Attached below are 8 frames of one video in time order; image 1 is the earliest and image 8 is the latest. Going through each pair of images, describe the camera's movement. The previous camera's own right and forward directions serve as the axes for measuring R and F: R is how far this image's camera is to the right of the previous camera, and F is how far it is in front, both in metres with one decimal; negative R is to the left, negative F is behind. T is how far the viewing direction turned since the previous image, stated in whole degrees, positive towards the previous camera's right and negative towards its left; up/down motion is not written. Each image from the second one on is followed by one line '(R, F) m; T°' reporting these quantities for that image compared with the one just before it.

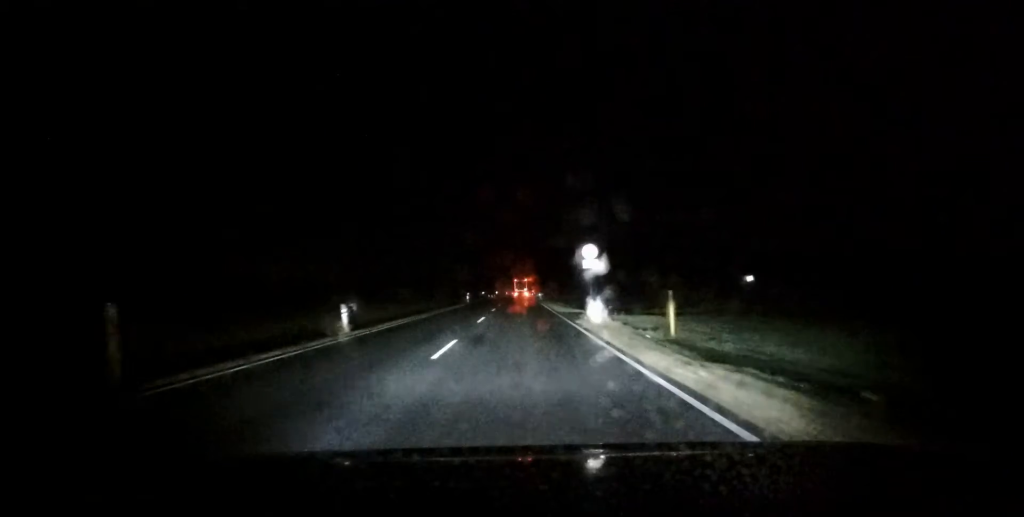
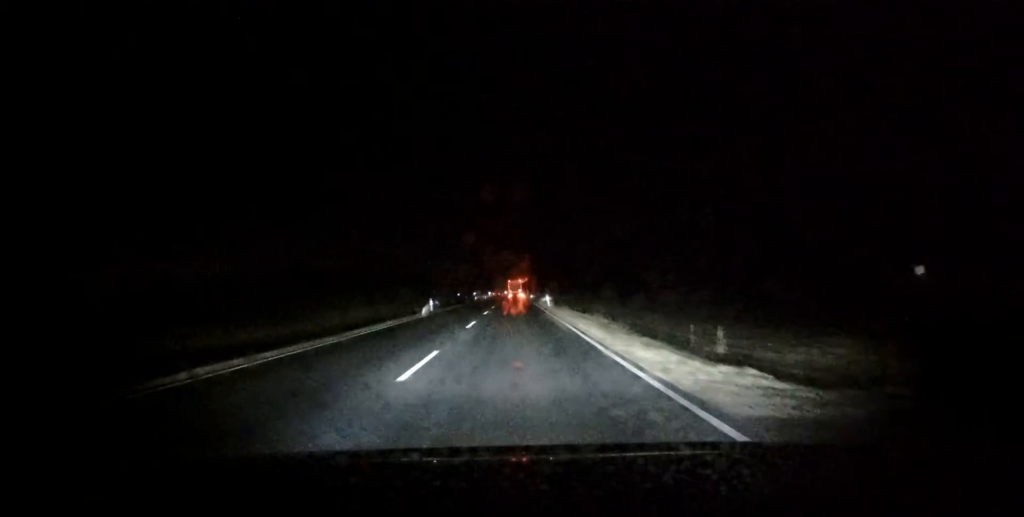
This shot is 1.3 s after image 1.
(-0.1, +26.7) m; -1°
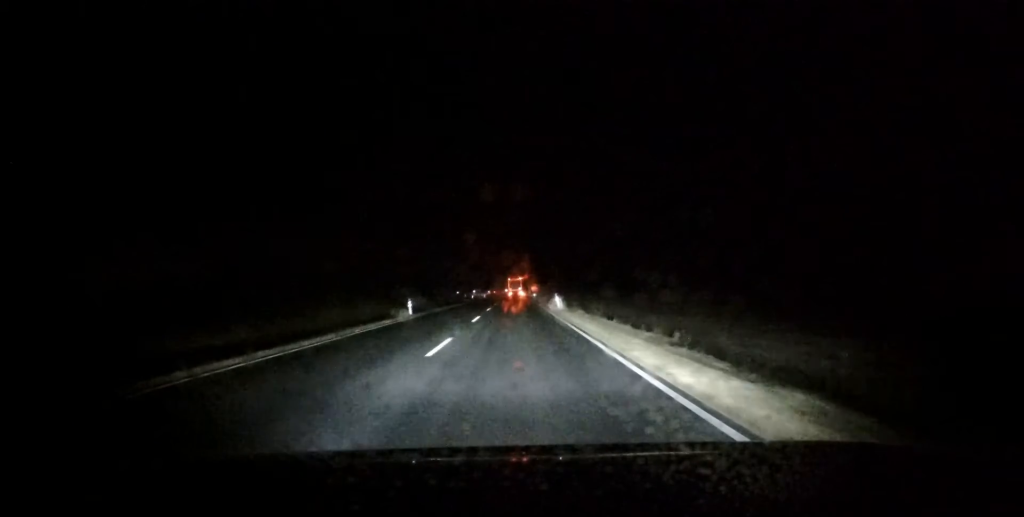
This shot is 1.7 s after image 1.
(0.0, +9.3) m; 0°
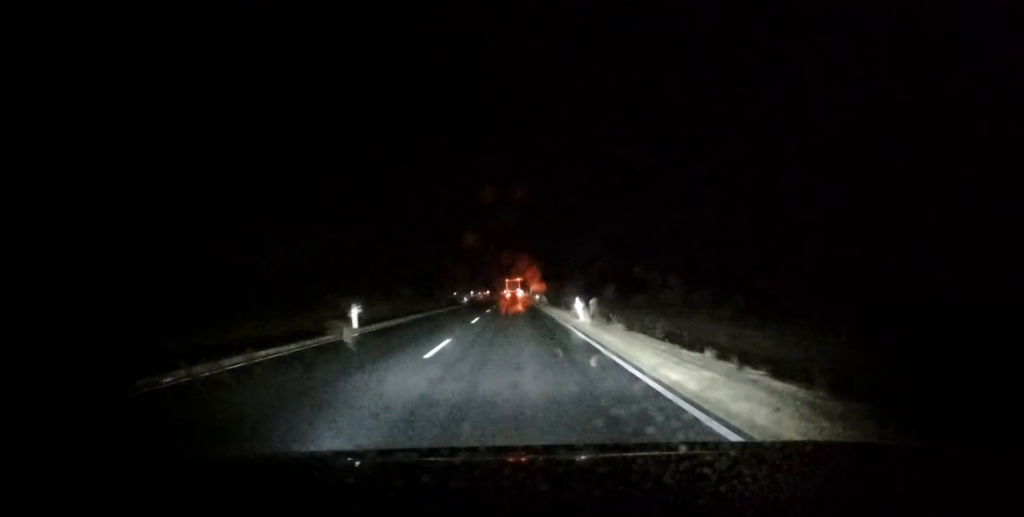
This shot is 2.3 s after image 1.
(0.0, +12.2) m; 0°
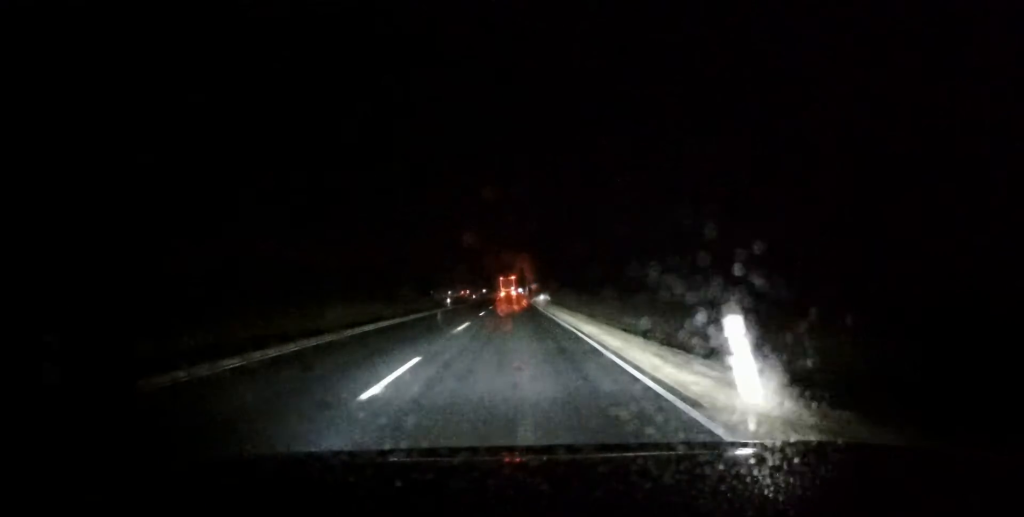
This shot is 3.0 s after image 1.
(0.0, +16.5) m; 0°
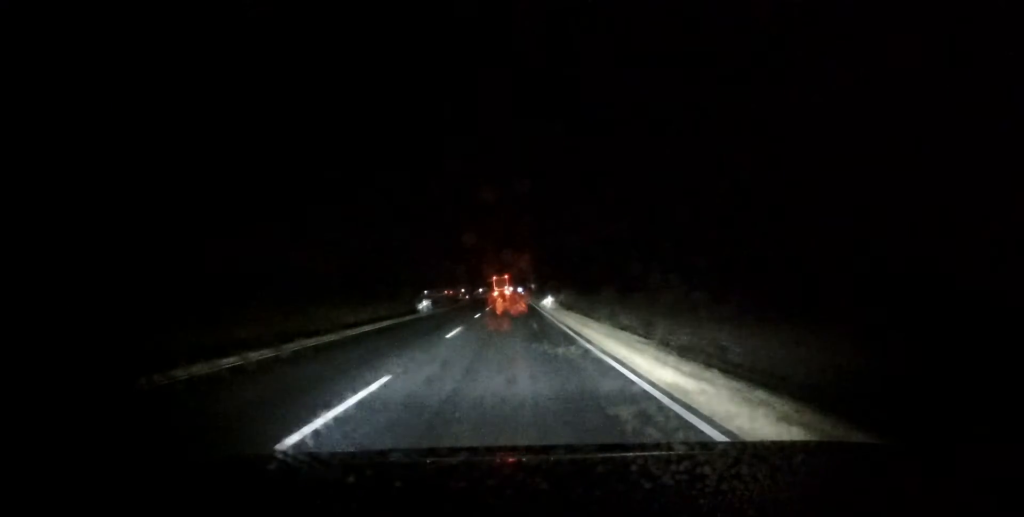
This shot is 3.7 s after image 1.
(0.0, +14.5) m; 0°
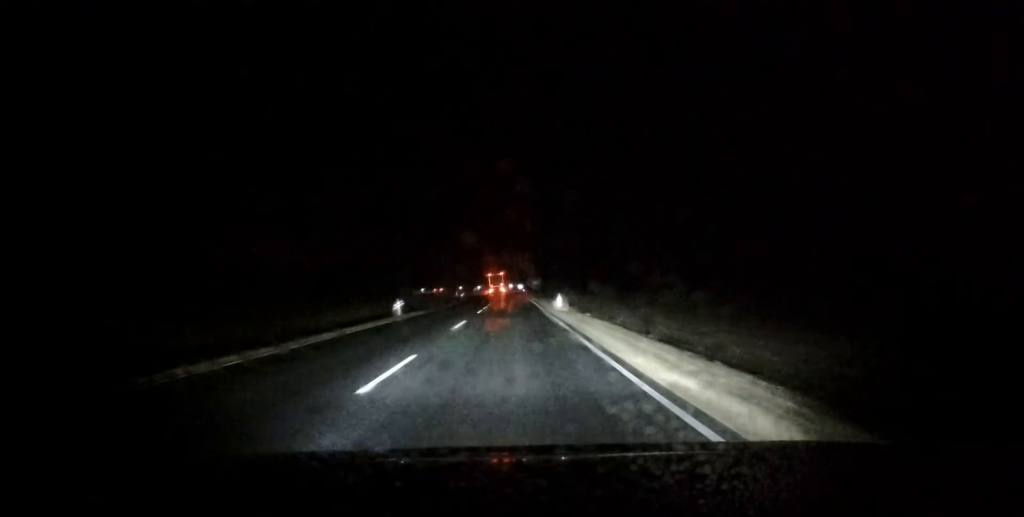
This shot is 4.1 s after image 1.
(0.0, +9.5) m; 0°
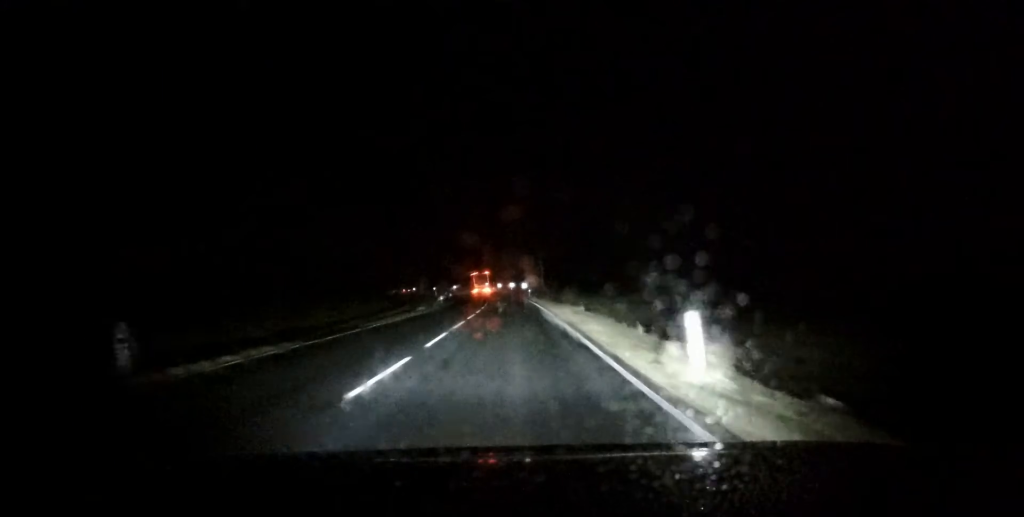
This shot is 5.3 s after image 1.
(0.0, +24.6) m; -1°
